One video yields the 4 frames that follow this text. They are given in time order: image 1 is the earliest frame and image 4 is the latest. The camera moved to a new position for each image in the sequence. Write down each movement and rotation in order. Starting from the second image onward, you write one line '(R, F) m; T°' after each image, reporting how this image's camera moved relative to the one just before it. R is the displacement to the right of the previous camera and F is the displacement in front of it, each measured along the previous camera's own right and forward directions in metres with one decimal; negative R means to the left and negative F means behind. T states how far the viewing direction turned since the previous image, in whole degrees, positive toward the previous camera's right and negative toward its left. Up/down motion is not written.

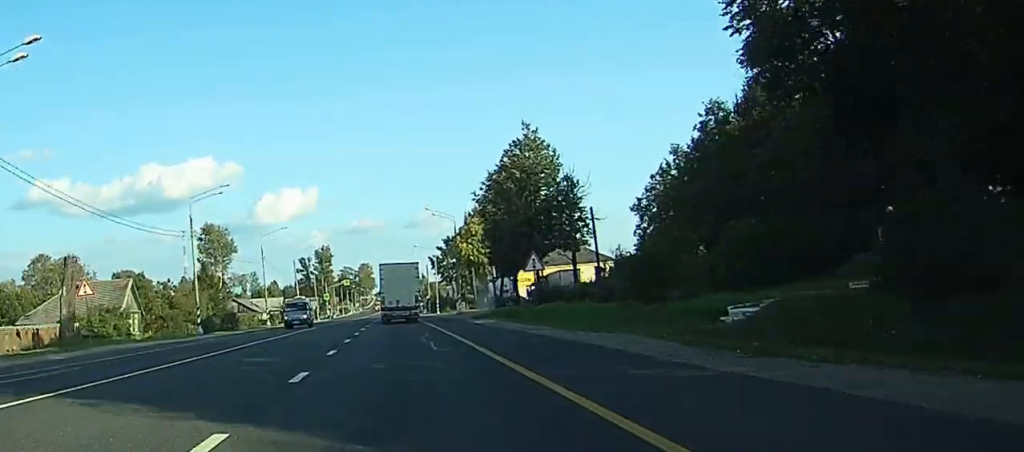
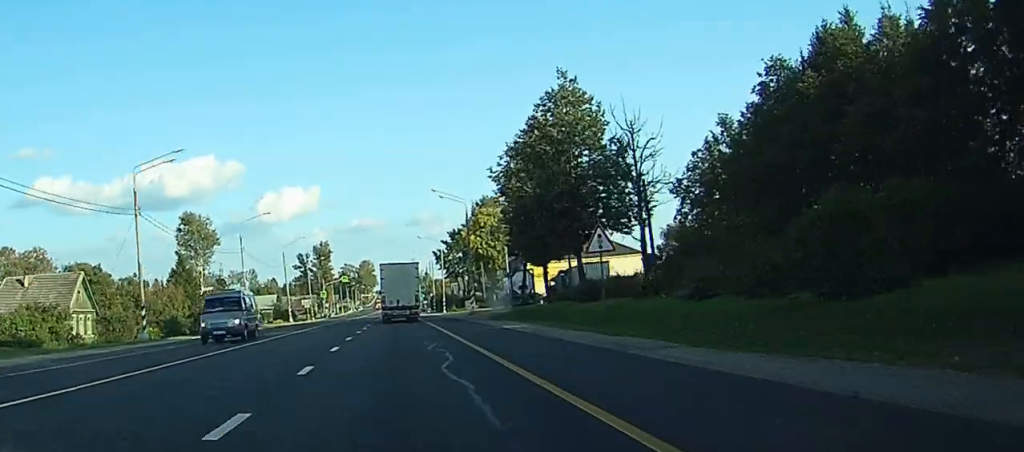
(0.0, +13.9) m; 0°
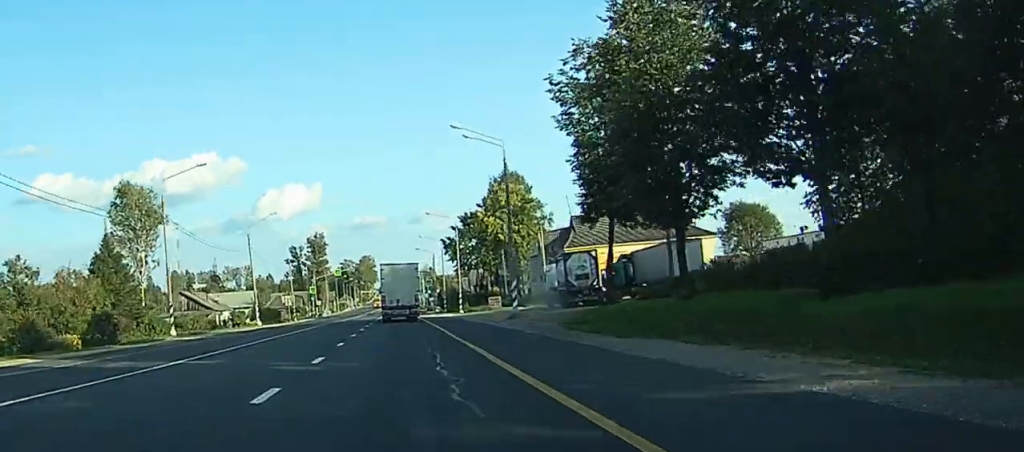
(0.0, +28.3) m; 0°
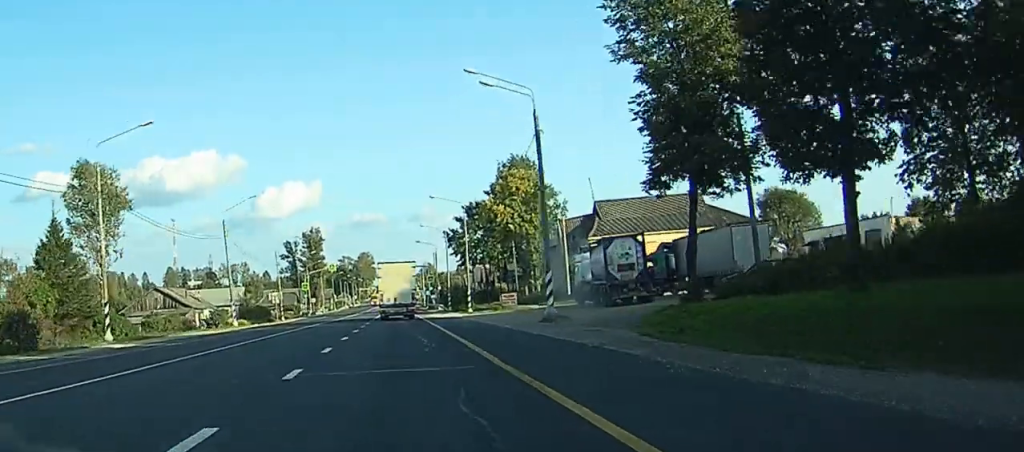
(0.0, +12.2) m; -2°
